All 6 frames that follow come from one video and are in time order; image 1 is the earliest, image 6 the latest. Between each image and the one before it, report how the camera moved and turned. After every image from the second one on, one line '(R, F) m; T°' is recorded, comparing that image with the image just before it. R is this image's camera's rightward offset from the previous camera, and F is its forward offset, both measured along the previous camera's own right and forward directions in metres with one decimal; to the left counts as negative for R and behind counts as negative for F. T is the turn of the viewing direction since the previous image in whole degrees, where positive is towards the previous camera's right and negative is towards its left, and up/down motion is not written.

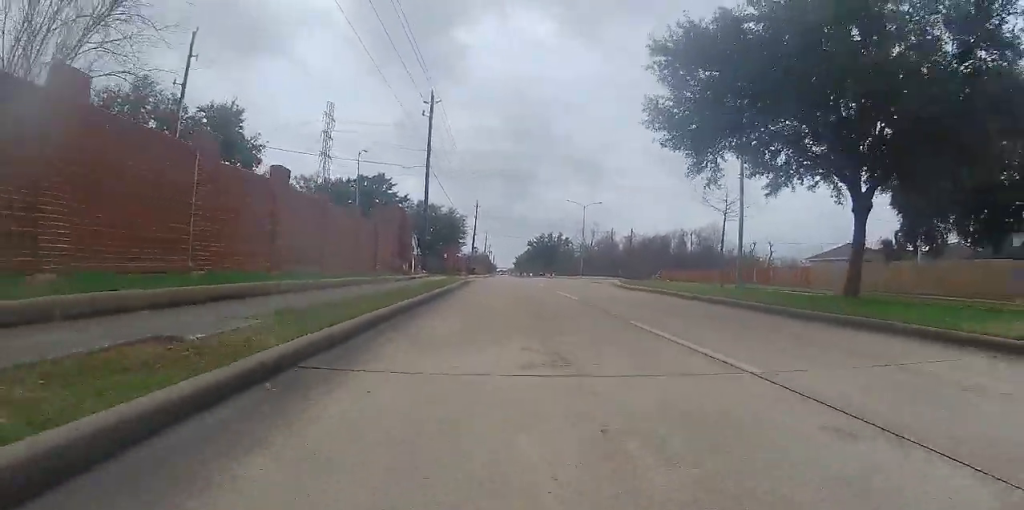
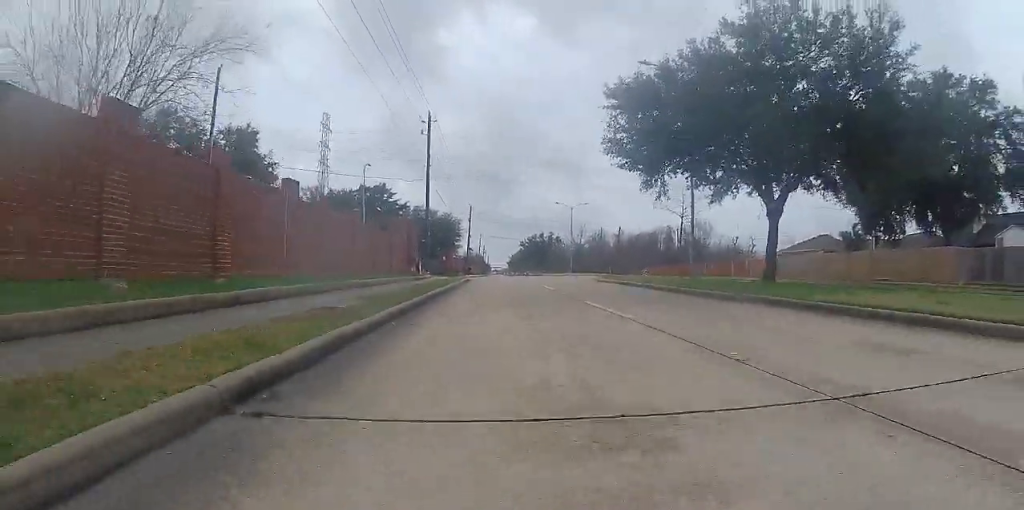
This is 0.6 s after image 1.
(0.0, +5.2) m; 0°
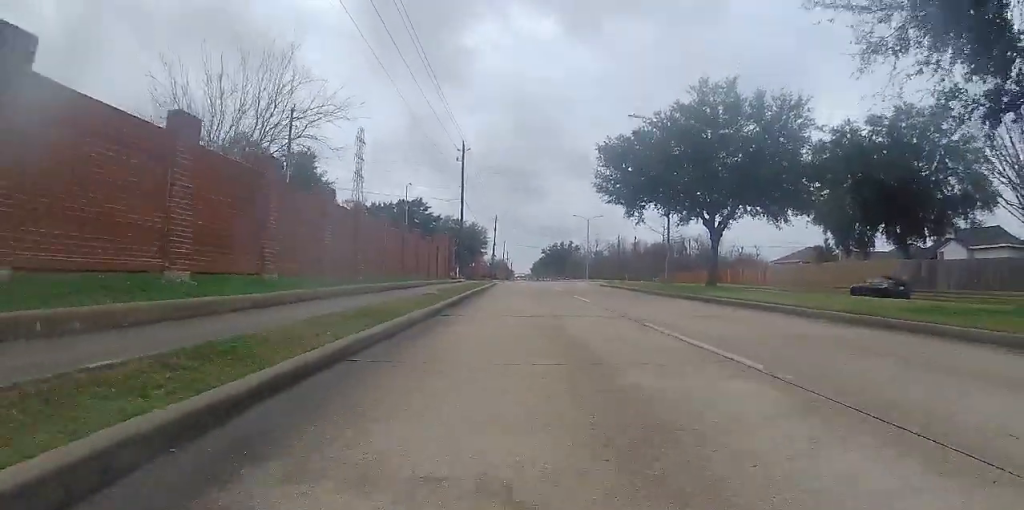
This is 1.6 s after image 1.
(0.0, +9.5) m; -2°
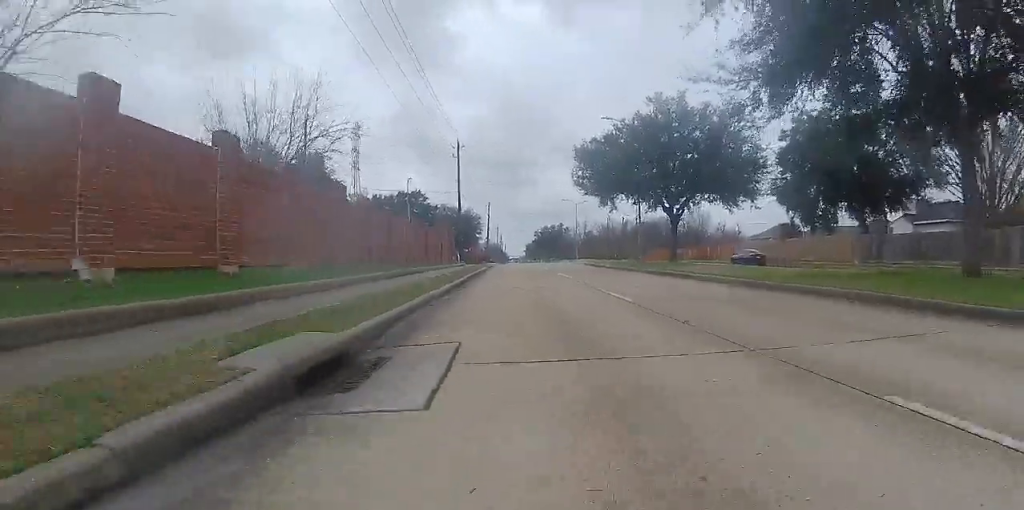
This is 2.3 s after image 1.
(-0.1, +6.5) m; -1°
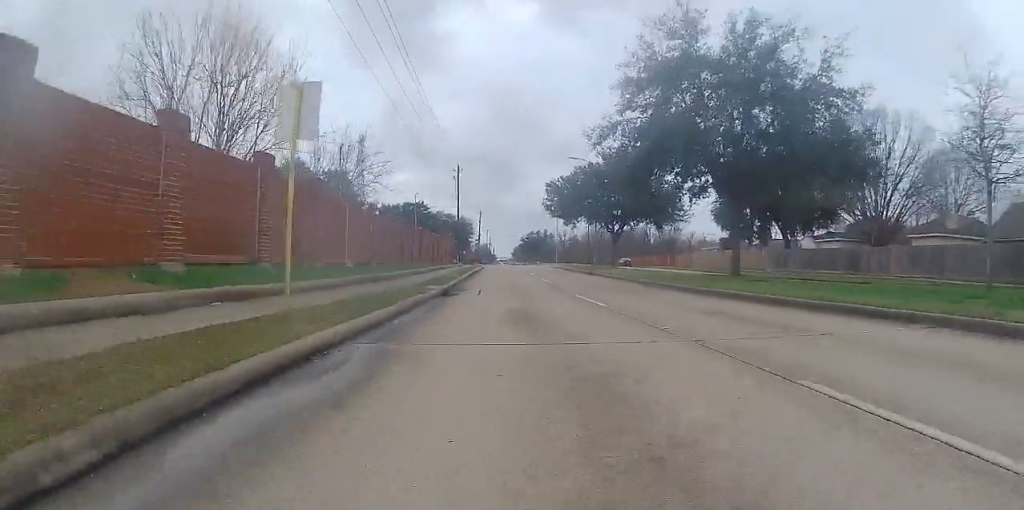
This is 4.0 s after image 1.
(0.0, +14.5) m; +2°
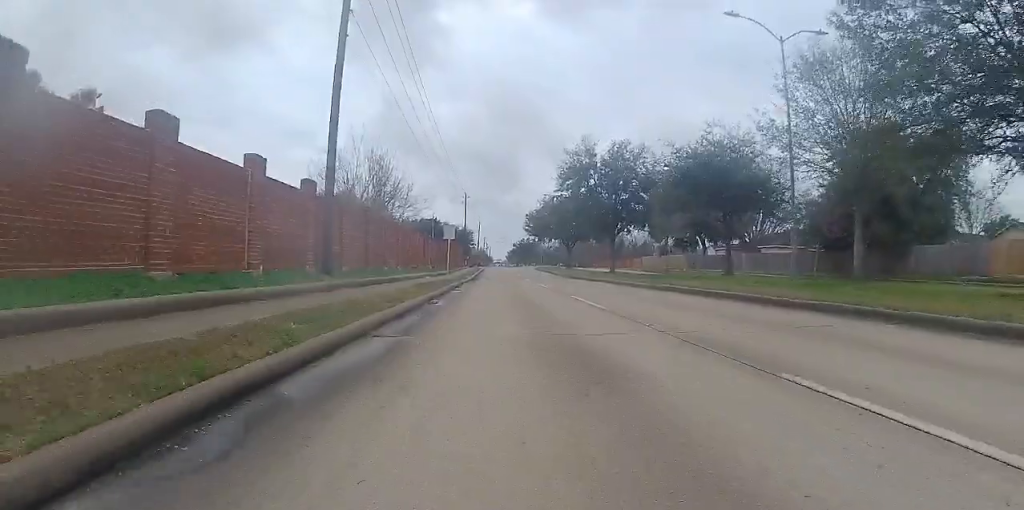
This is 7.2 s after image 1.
(+0.3, +26.0) m; +1°
